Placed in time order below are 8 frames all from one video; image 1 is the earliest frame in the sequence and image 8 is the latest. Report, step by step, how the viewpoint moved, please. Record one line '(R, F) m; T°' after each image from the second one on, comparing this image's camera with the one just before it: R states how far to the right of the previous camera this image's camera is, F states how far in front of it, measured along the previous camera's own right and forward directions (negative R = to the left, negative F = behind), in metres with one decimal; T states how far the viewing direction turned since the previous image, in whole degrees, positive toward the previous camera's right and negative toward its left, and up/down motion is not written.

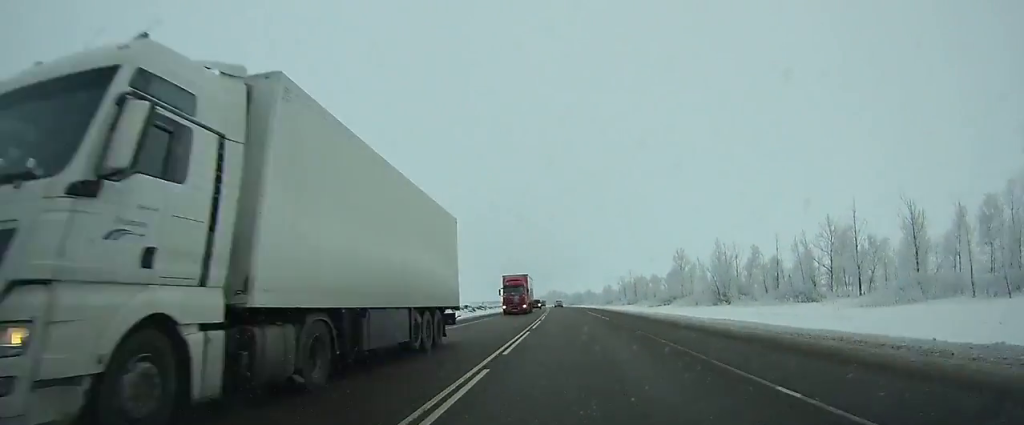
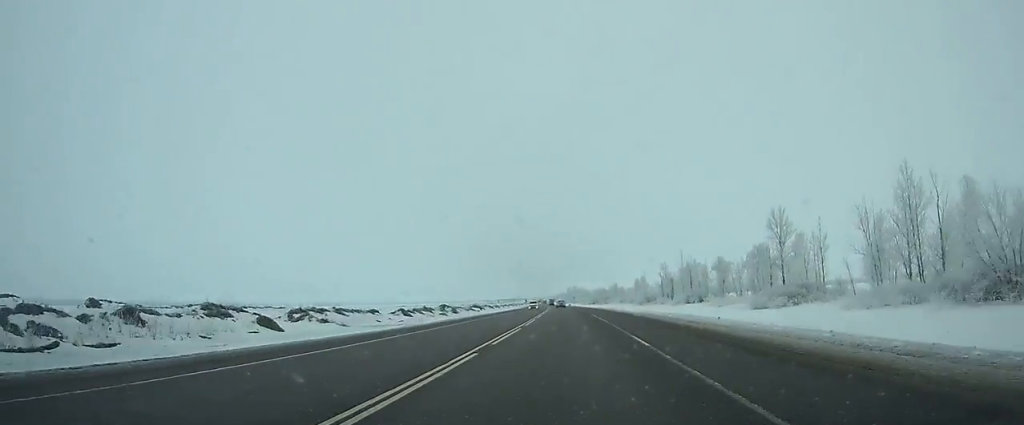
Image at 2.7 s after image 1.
(-0.9, +80.5) m; -2°
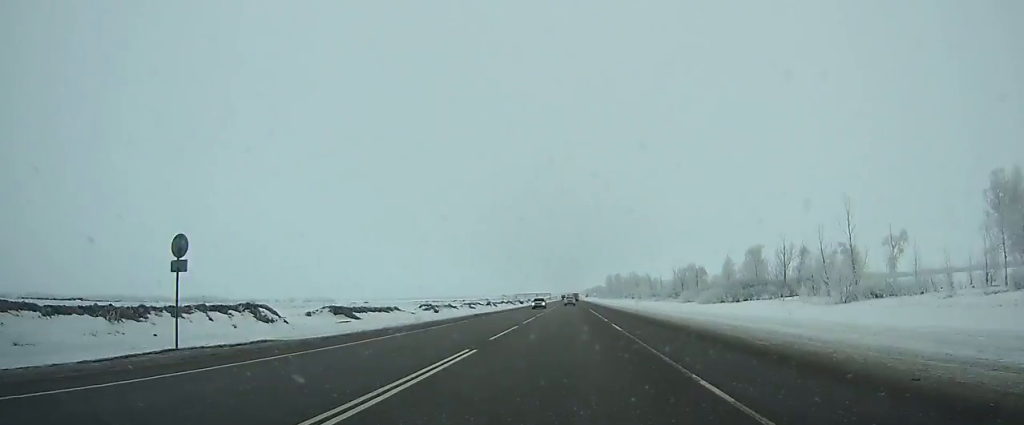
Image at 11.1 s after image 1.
(-9.5, +253.0) m; -3°
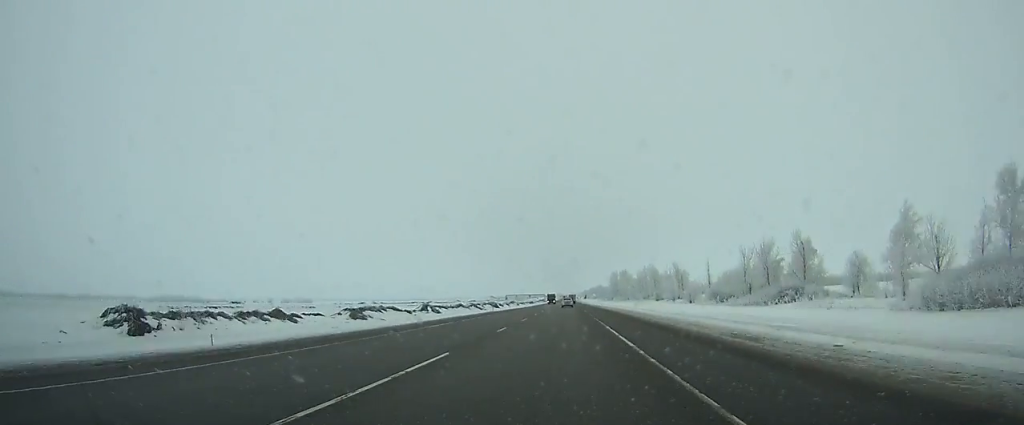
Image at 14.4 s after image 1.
(+0.3, +100.6) m; 0°
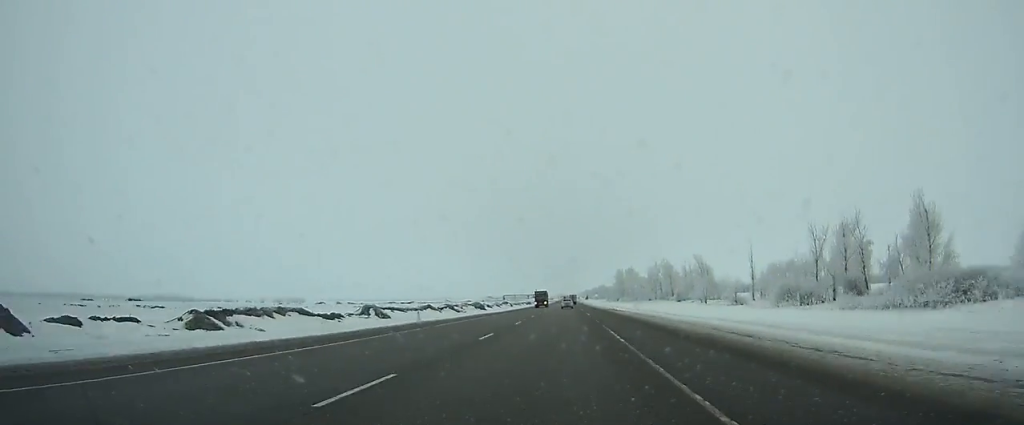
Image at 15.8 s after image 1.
(+0.1, +43.0) m; 0°
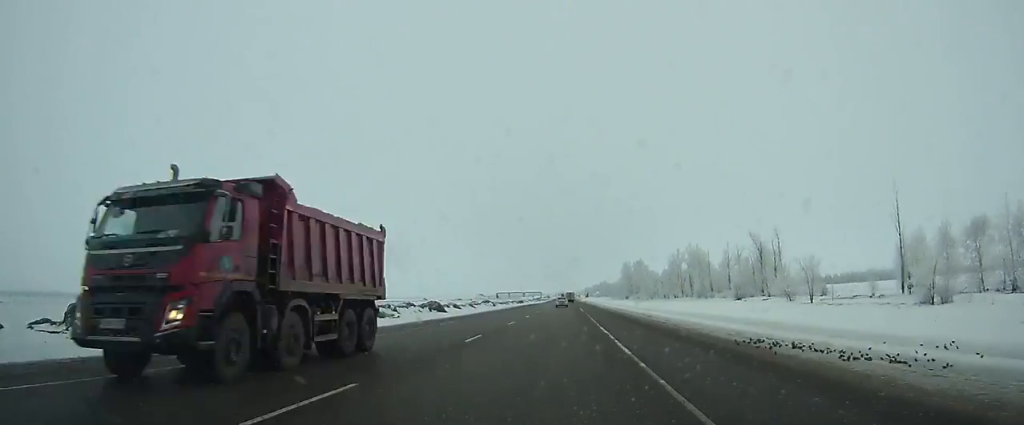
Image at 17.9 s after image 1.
(-0.3, +65.8) m; 0°
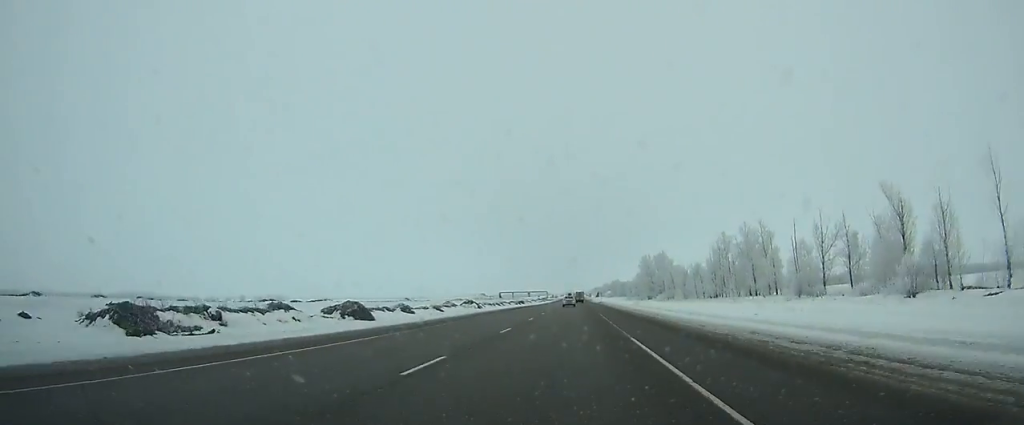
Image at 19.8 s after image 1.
(-0.2, +60.0) m; 0°
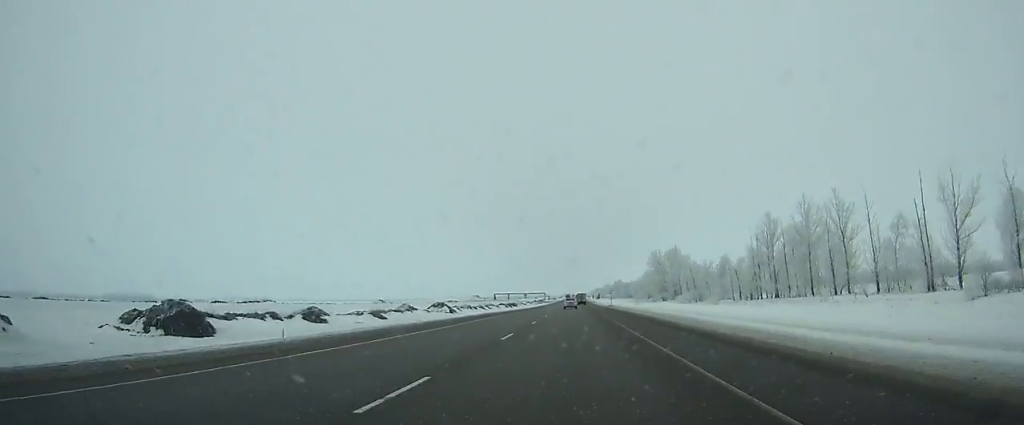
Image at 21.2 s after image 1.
(-0.2, +44.5) m; 0°
